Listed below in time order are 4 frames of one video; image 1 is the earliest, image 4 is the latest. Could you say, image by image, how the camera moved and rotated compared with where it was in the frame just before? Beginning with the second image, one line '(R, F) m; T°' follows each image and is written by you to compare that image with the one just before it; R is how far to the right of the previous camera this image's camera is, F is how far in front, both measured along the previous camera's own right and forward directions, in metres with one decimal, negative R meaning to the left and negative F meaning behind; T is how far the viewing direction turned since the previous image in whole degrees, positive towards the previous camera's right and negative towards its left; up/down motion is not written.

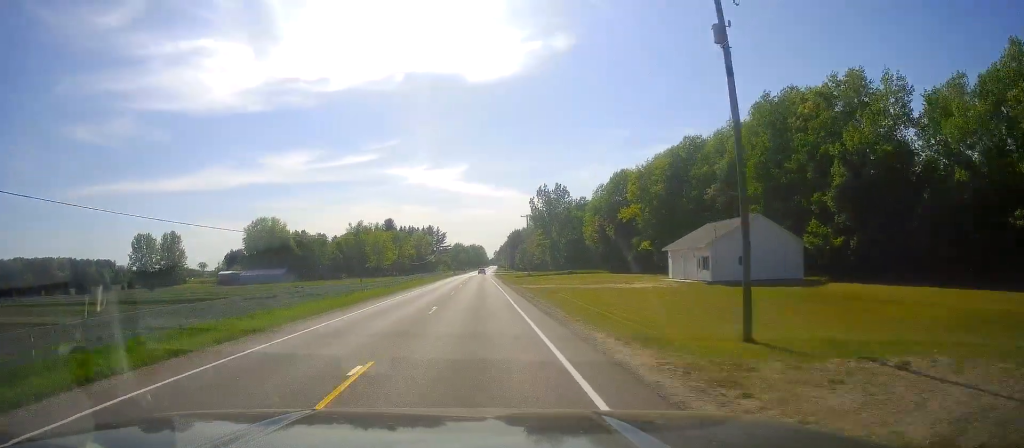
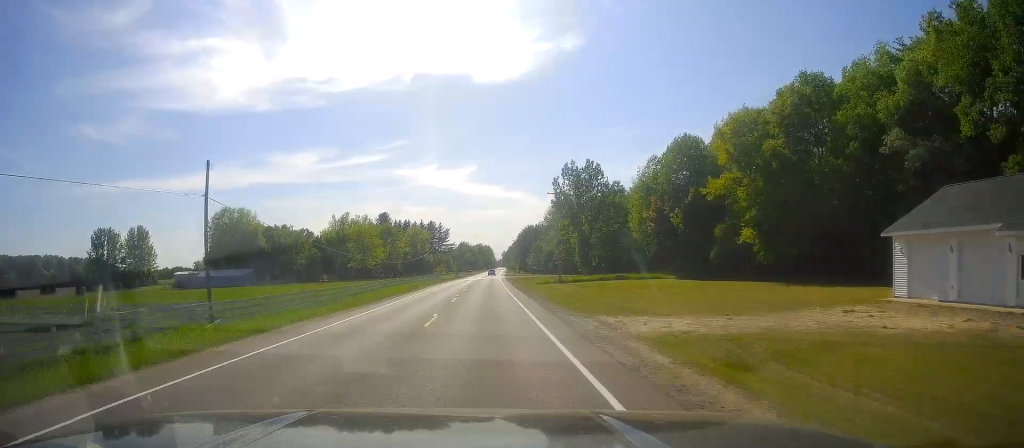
(-0.3, +35.1) m; -1°
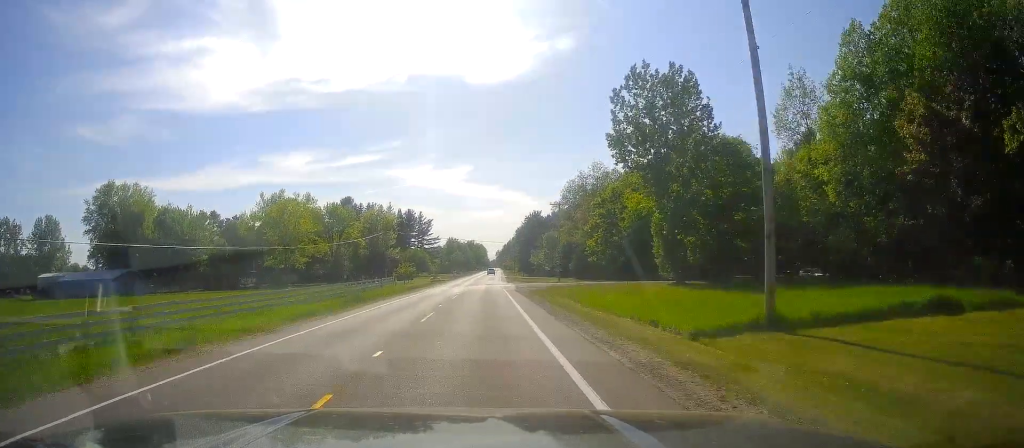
(+0.4, +57.9) m; +1°
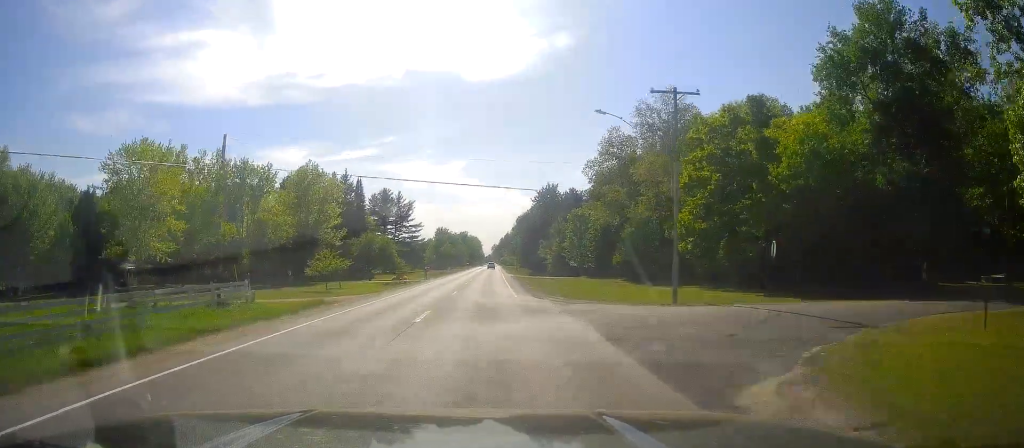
(0.0, +46.3) m; 0°
